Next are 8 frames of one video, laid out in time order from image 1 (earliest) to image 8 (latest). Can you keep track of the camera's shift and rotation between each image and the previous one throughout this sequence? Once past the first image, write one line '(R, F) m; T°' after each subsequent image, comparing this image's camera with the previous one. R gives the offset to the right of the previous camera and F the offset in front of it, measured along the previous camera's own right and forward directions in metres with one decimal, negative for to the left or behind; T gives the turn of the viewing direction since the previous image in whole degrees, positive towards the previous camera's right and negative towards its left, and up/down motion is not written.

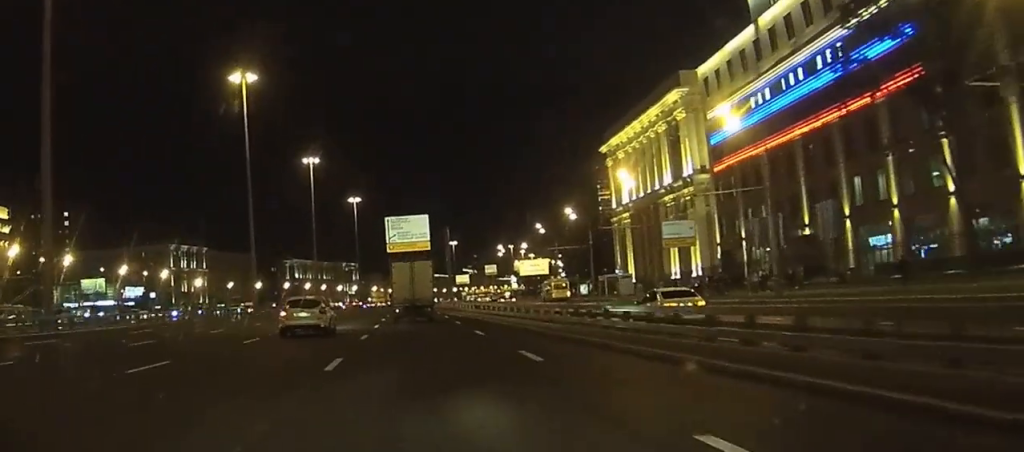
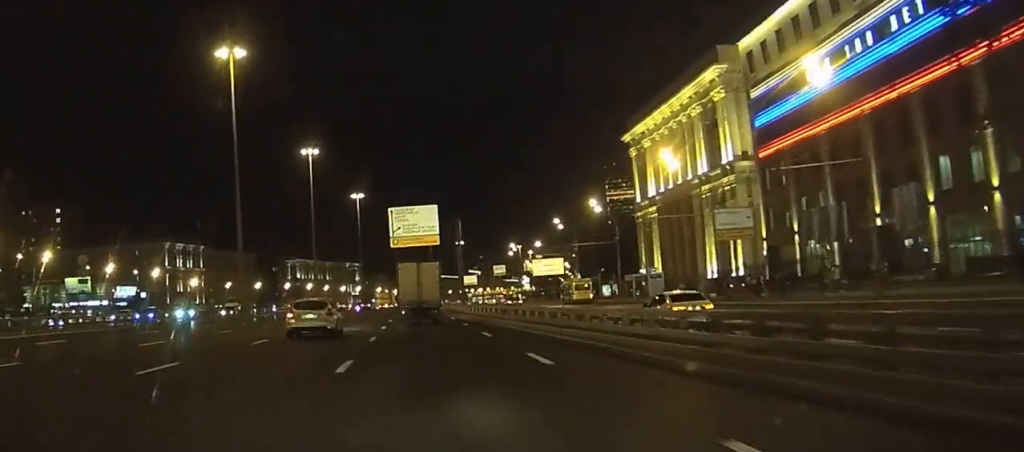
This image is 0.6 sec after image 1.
(0.0, +12.0) m; 0°
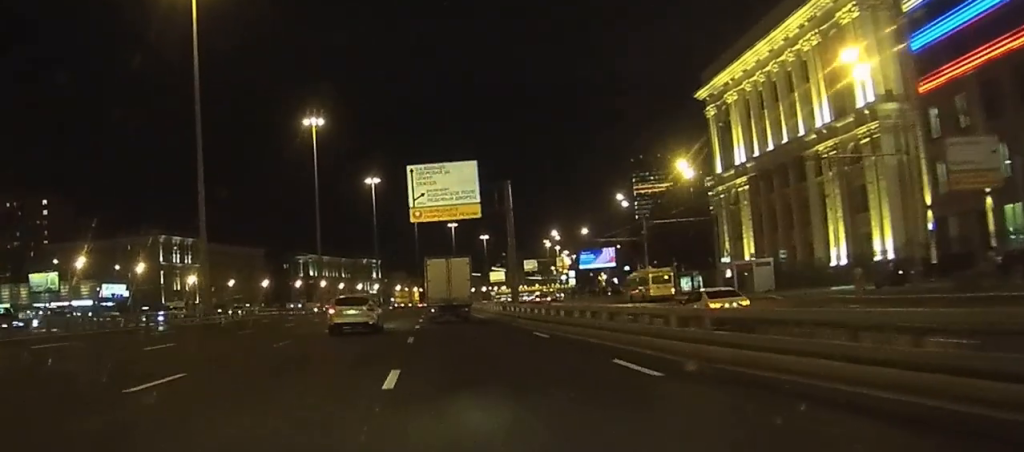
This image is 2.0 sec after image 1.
(-0.1, +27.3) m; 0°
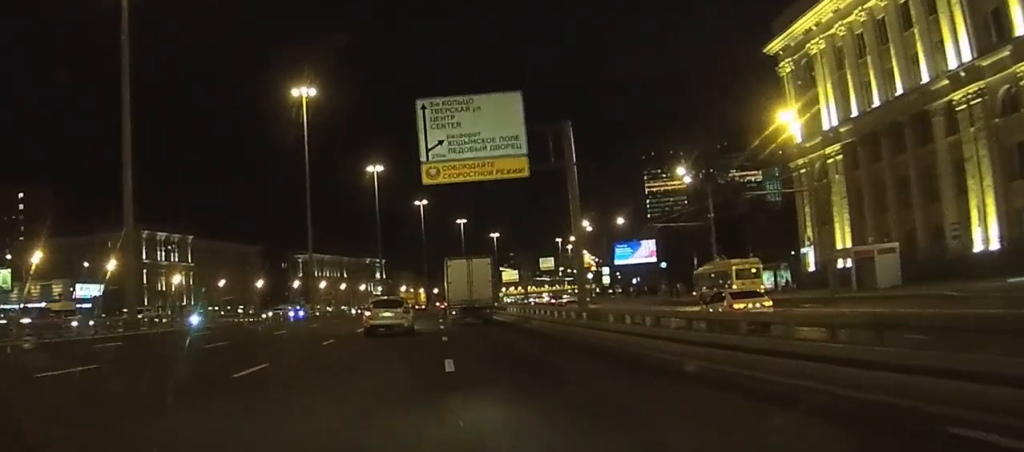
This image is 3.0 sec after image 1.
(0.0, +21.1) m; 0°
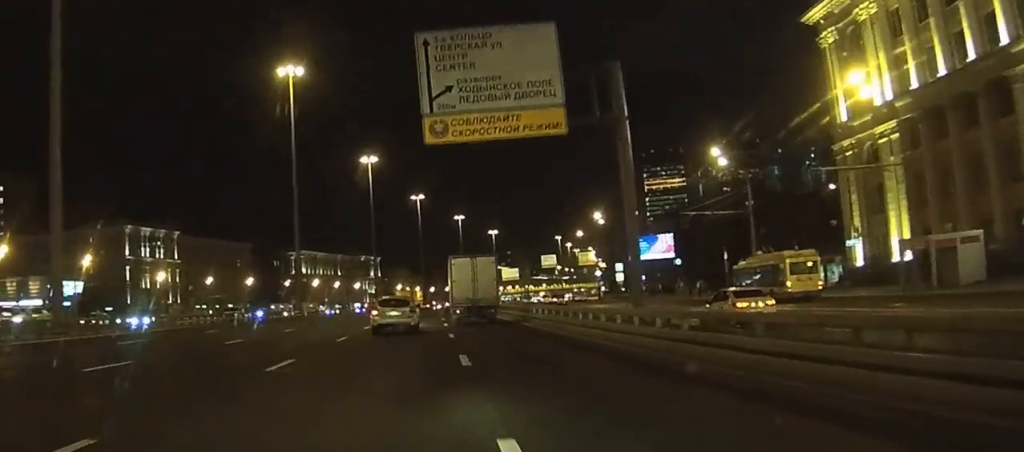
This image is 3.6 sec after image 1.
(0.0, +10.5) m; 0°
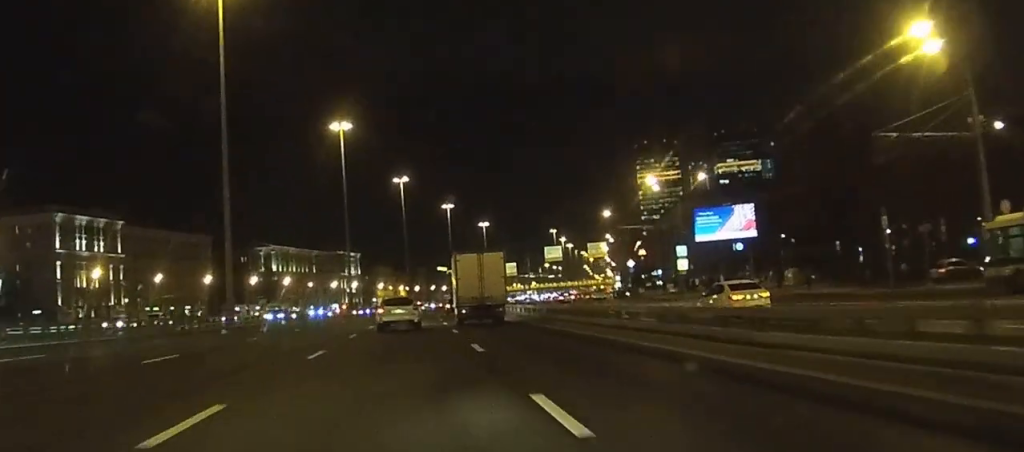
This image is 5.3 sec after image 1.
(0.0, +33.5) m; +1°
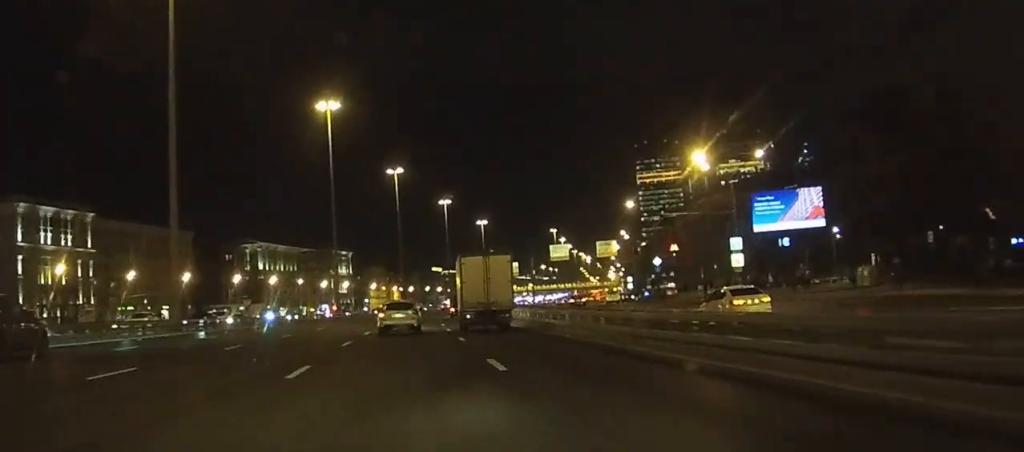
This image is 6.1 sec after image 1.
(+0.1, +15.8) m; +1°
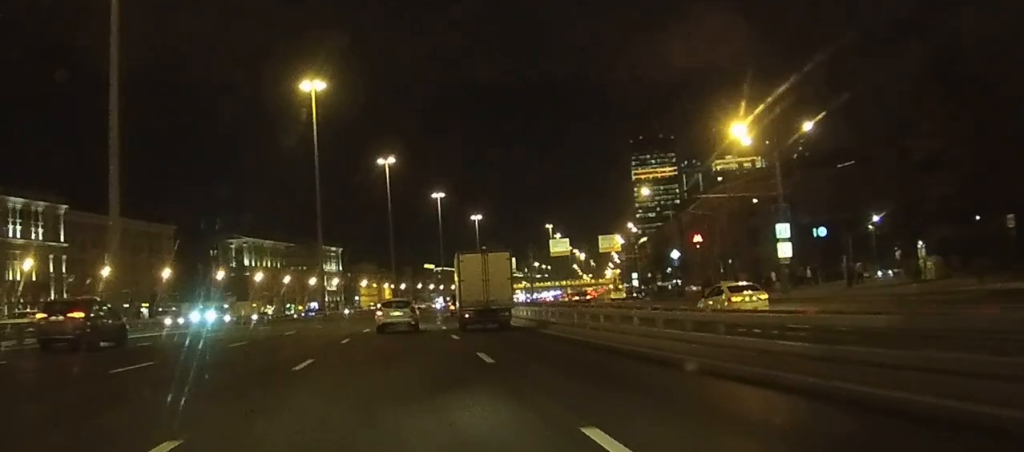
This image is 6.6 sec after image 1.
(+0.1, +10.6) m; 0°
